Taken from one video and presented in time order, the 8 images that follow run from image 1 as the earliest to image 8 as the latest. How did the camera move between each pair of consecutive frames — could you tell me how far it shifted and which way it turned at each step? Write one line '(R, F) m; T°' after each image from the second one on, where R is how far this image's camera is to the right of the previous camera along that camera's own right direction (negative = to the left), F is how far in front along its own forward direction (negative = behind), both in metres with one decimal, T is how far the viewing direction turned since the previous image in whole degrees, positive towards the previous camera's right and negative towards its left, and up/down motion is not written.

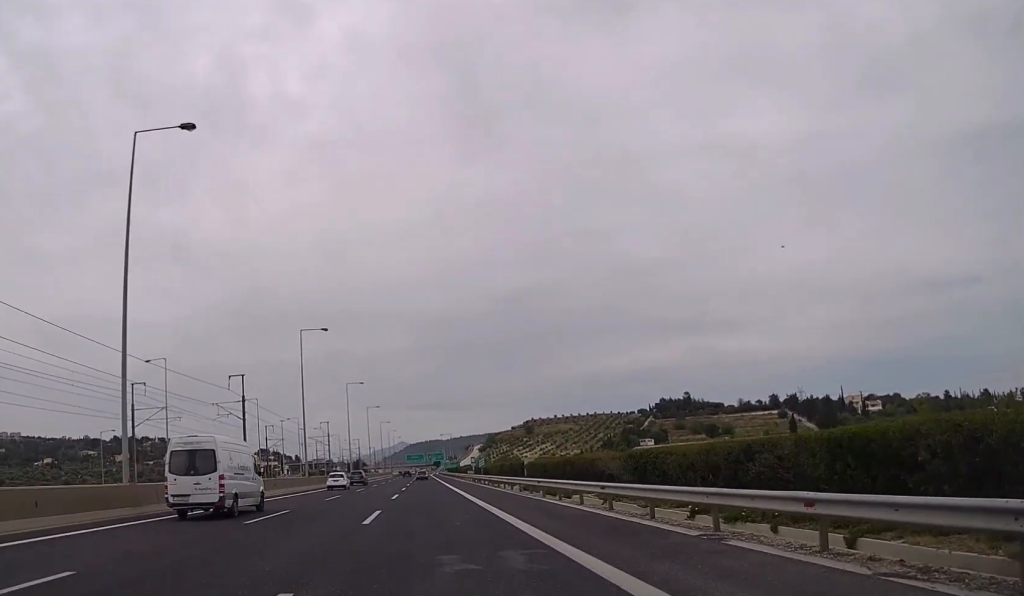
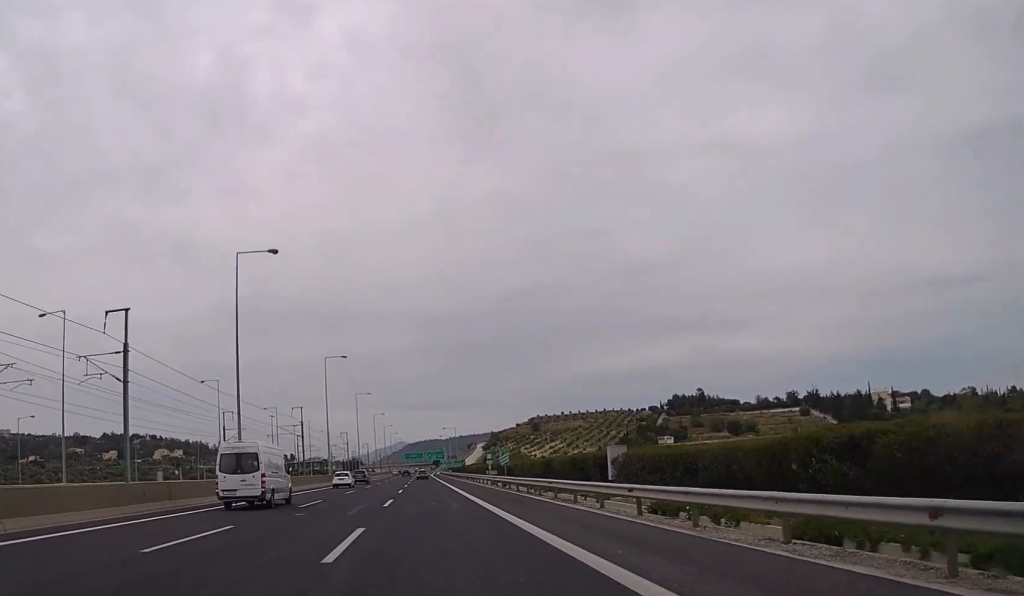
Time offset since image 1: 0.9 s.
(0.0, +26.5) m; 0°
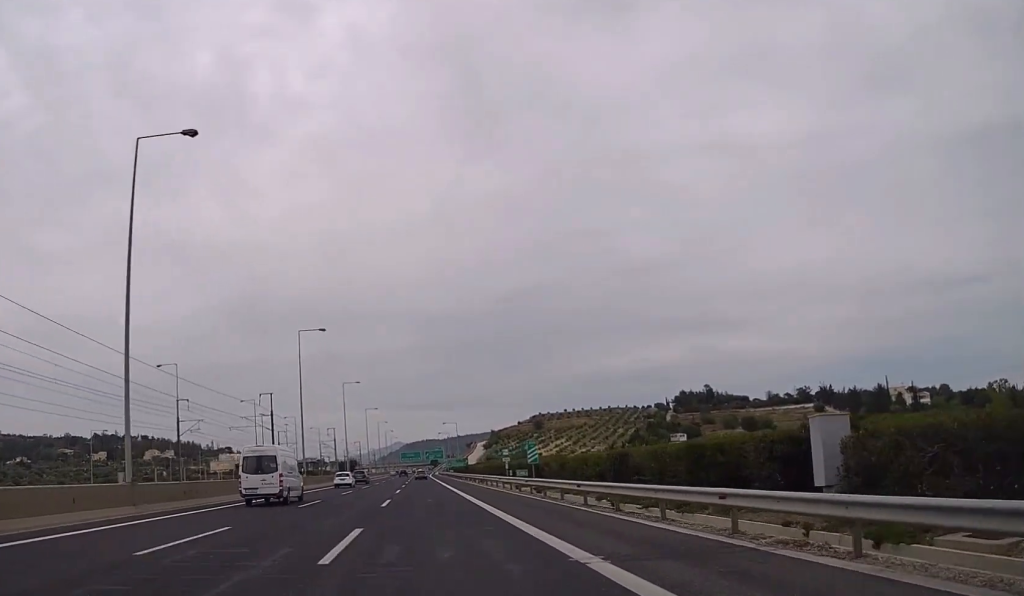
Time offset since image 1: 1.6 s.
(0.0, +18.7) m; 0°
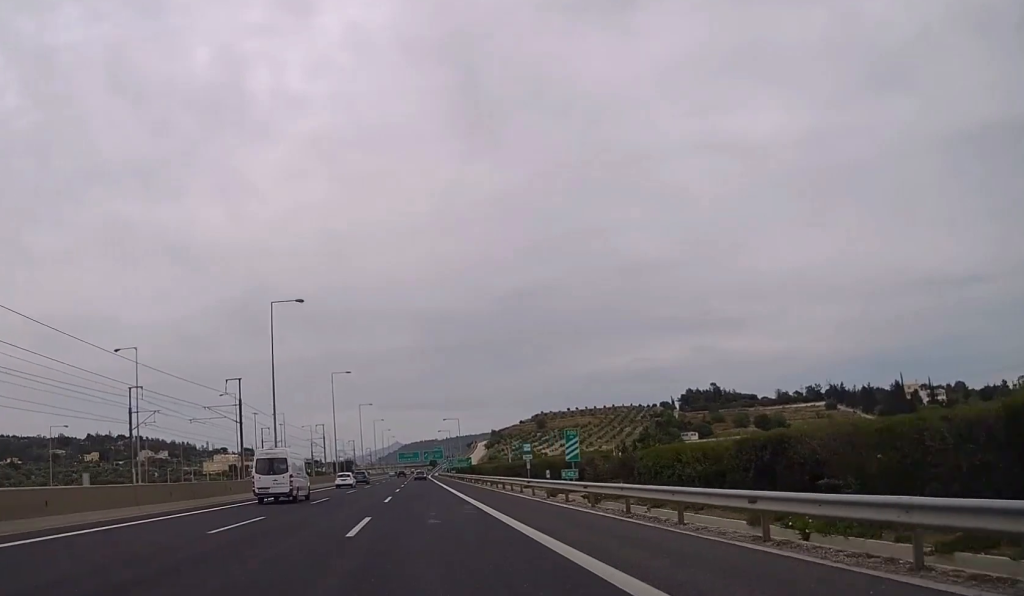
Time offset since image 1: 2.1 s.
(+0.1, +12.9) m; 0°
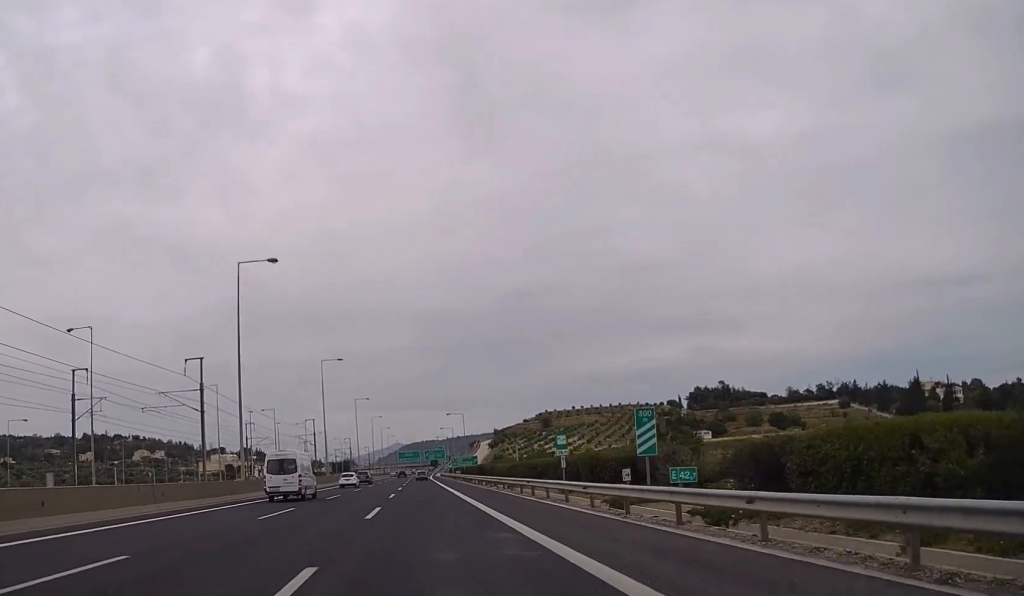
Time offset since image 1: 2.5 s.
(+0.1, +11.9) m; 0°
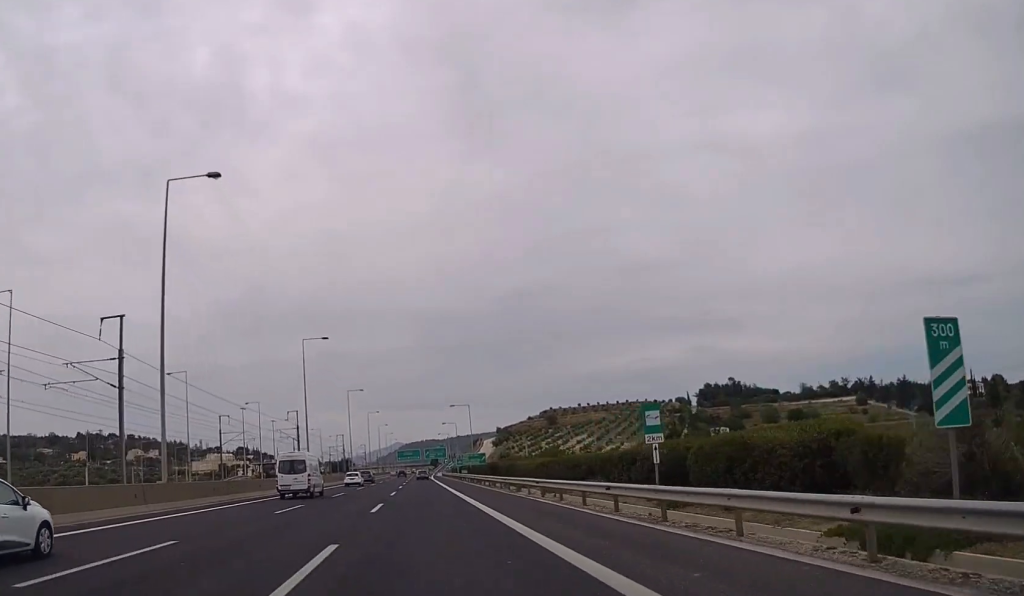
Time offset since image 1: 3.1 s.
(-0.1, +15.5) m; 0°
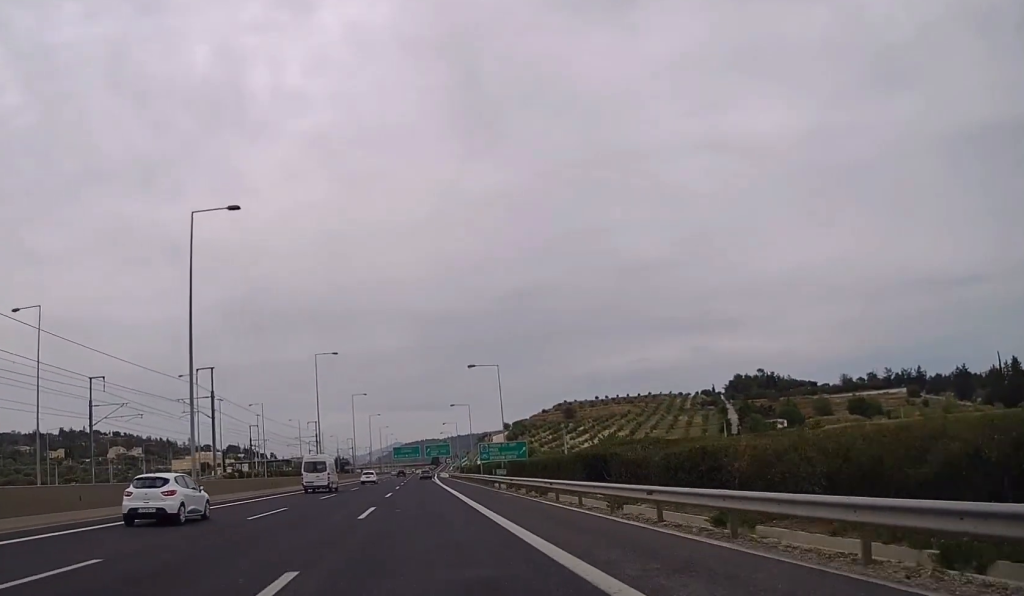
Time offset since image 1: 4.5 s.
(-0.1, +40.1) m; 0°
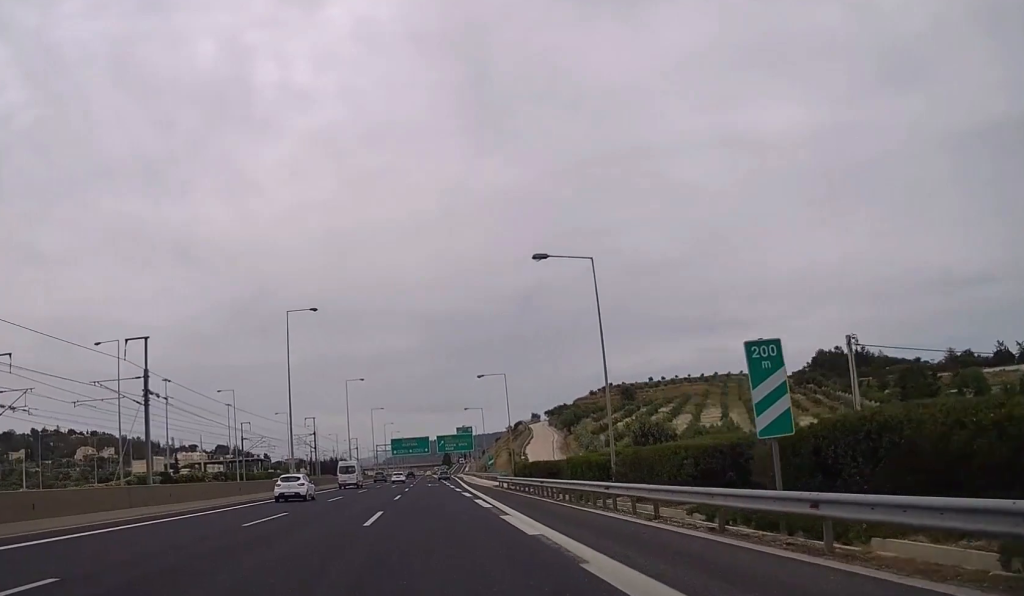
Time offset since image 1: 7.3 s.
(0.0, +74.2) m; 0°
